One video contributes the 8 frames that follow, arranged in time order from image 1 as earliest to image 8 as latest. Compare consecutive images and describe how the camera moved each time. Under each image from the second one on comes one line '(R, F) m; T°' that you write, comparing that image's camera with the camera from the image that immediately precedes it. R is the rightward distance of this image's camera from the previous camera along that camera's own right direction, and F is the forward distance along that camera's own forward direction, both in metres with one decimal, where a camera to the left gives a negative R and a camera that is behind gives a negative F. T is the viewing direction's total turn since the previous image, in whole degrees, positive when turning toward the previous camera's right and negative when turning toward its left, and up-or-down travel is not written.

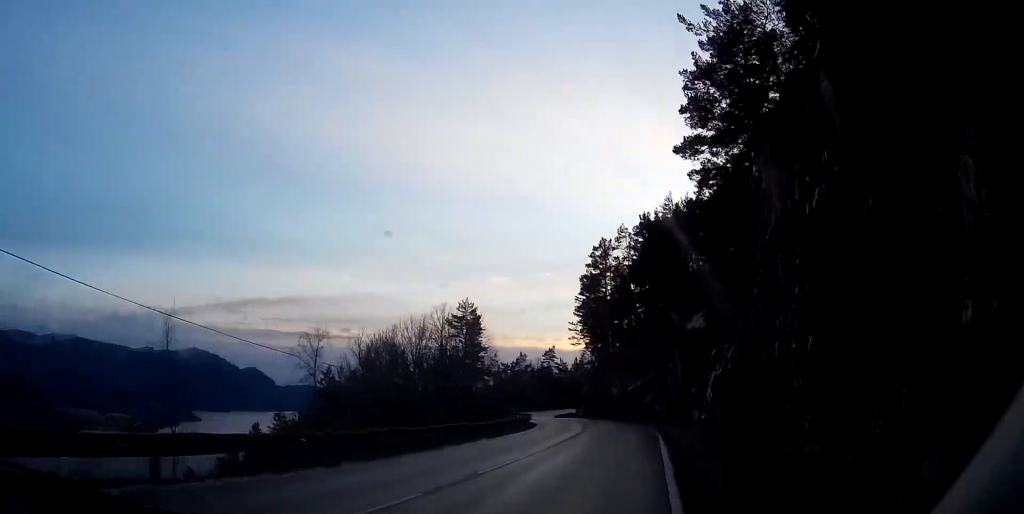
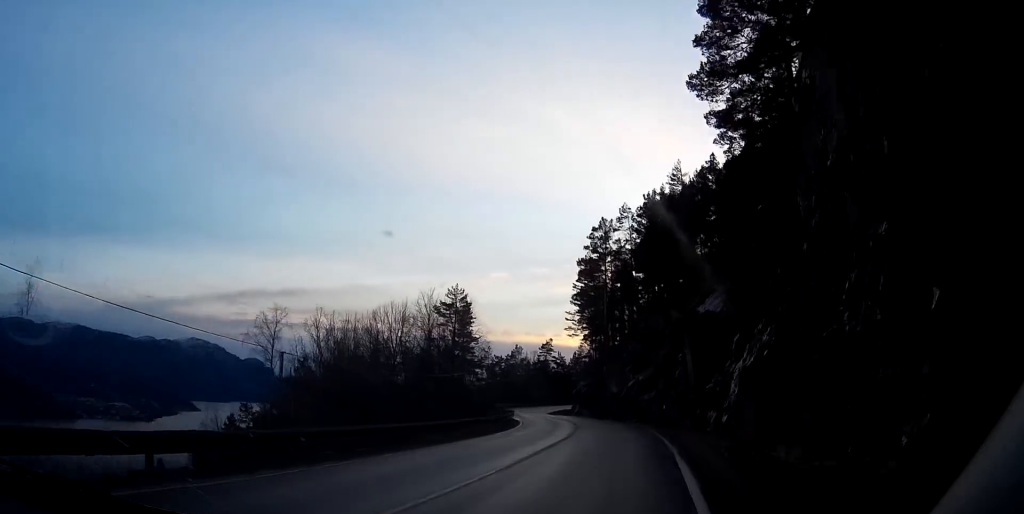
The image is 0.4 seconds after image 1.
(+0.4, +8.0) m; 0°
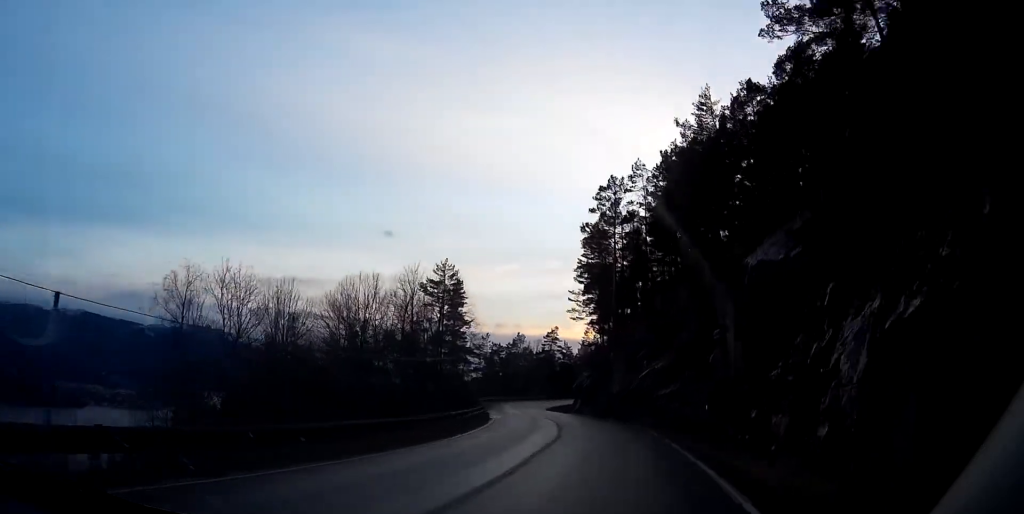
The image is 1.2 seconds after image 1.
(-0.8, +13.4) m; -4°
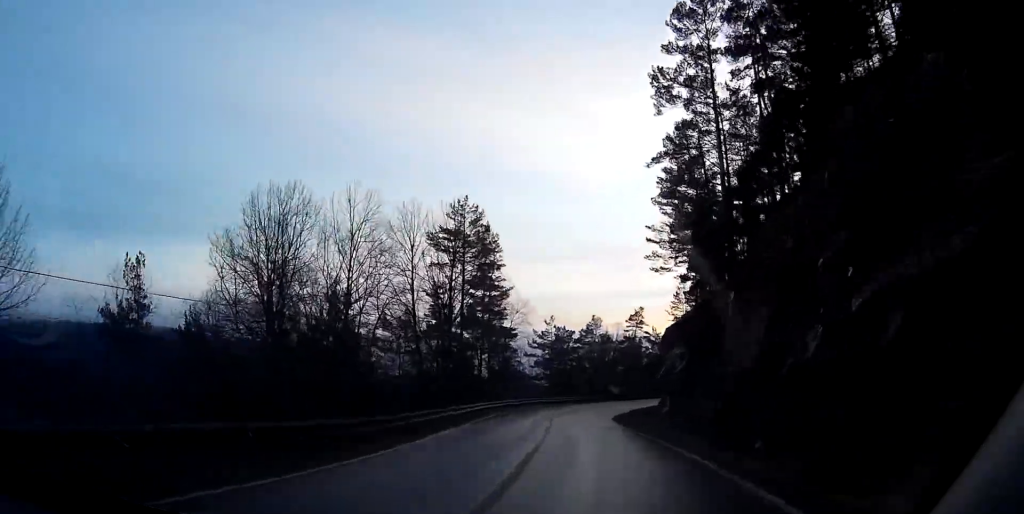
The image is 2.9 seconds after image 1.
(-2.9, +31.5) m; -9°
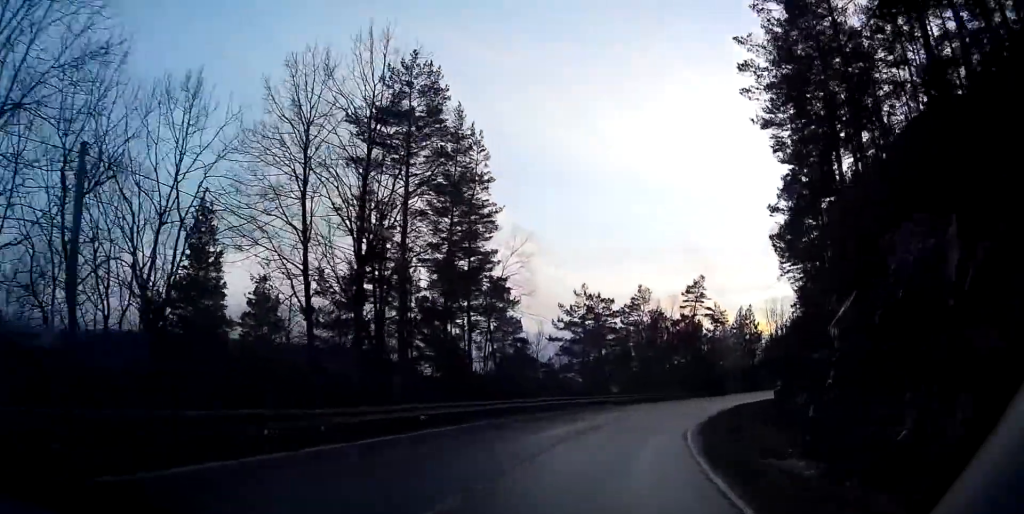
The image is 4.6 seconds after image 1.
(-0.1, +28.9) m; +2°
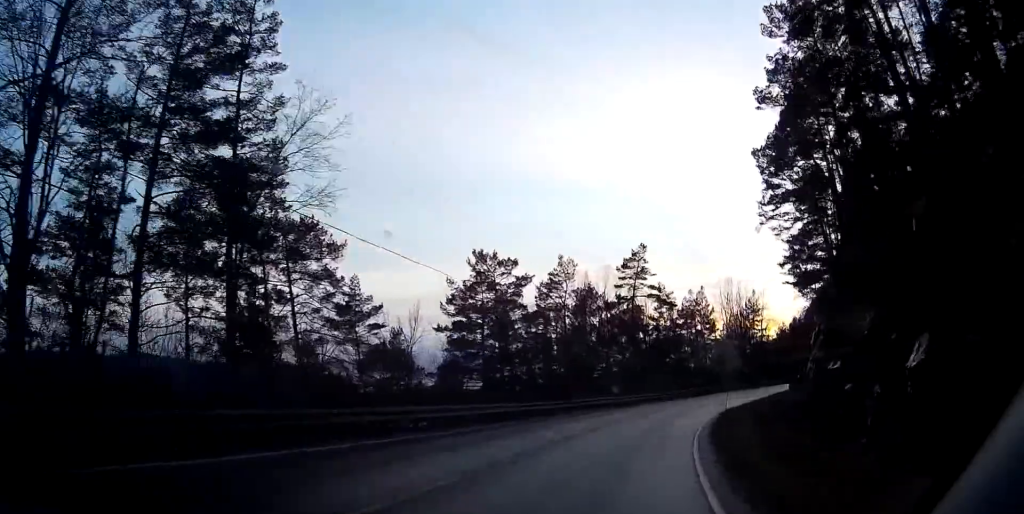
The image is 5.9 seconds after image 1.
(+0.9, +21.6) m; +7°
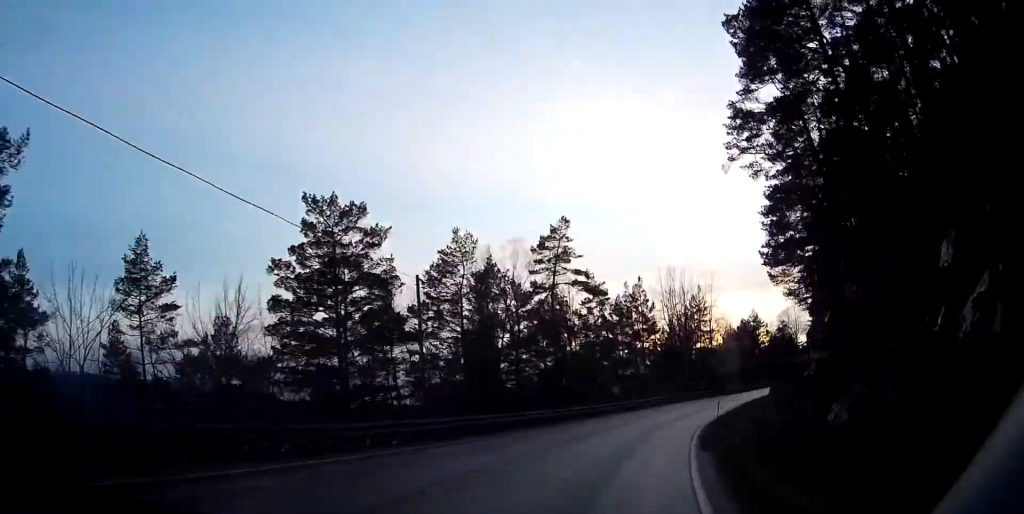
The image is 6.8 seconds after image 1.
(+0.9, +15.5) m; +5°
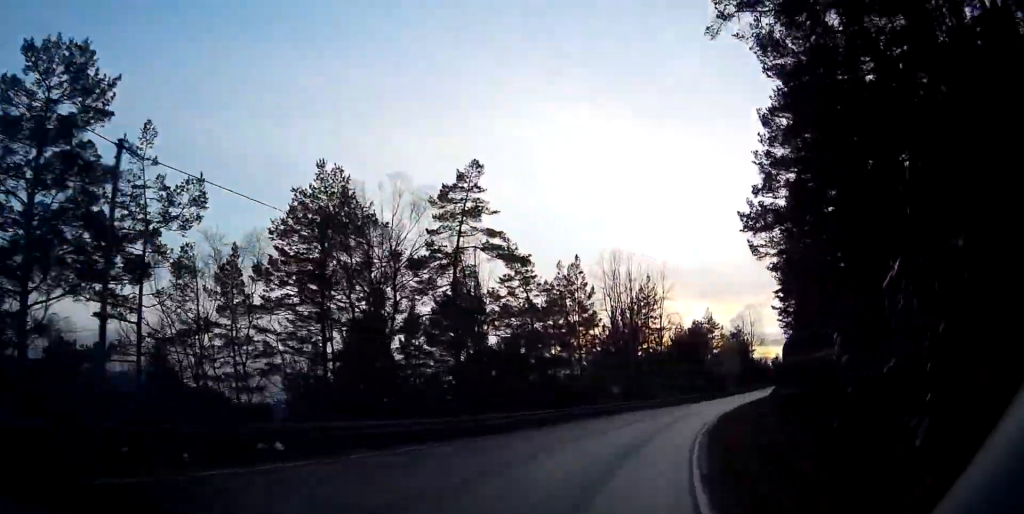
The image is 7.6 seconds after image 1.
(+0.4, +14.7) m; +3°
